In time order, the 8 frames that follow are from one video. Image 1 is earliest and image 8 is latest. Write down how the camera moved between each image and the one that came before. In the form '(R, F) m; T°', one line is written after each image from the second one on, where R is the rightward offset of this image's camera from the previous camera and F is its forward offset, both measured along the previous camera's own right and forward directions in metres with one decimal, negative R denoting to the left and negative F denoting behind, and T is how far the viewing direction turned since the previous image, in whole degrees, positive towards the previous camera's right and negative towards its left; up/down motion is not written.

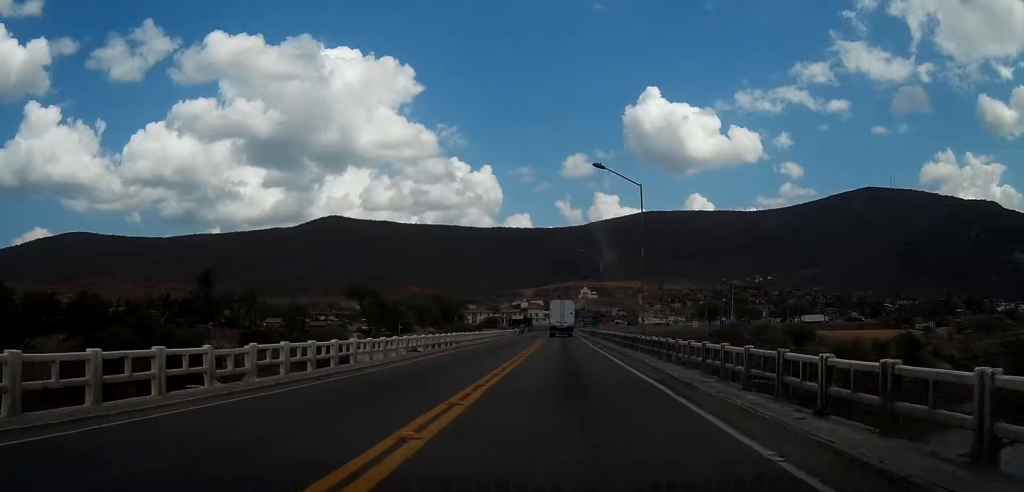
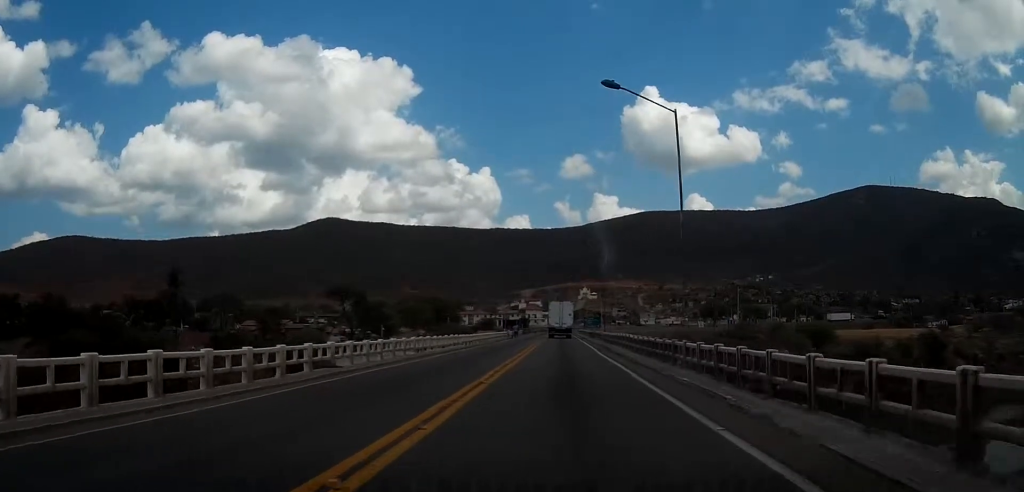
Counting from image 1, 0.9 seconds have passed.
(0.0, +12.0) m; 0°
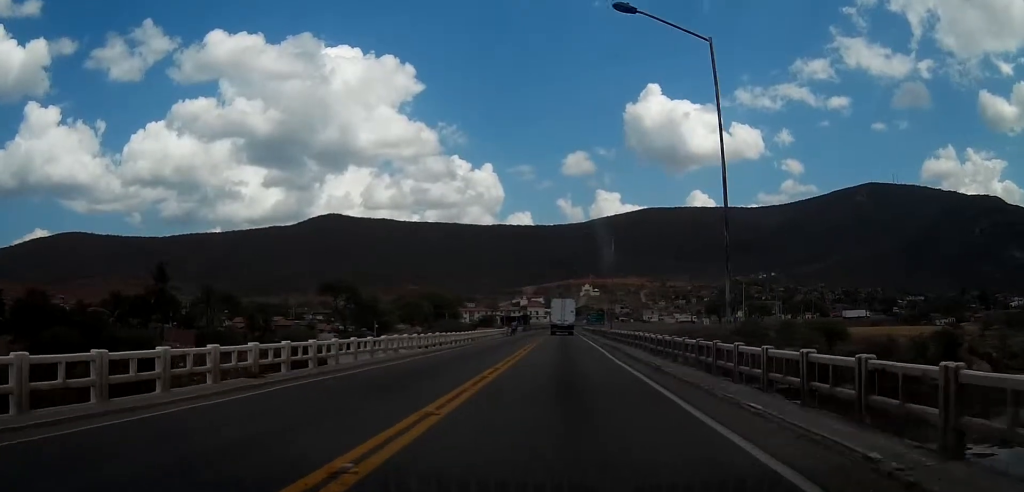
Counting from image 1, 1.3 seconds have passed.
(0.0, +5.7) m; 0°
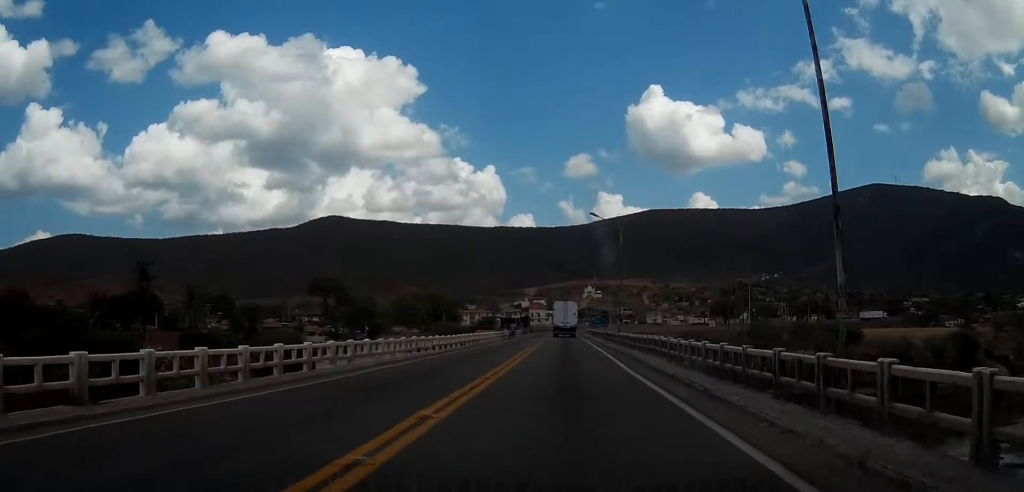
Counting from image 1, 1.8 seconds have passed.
(0.0, +6.6) m; 0°
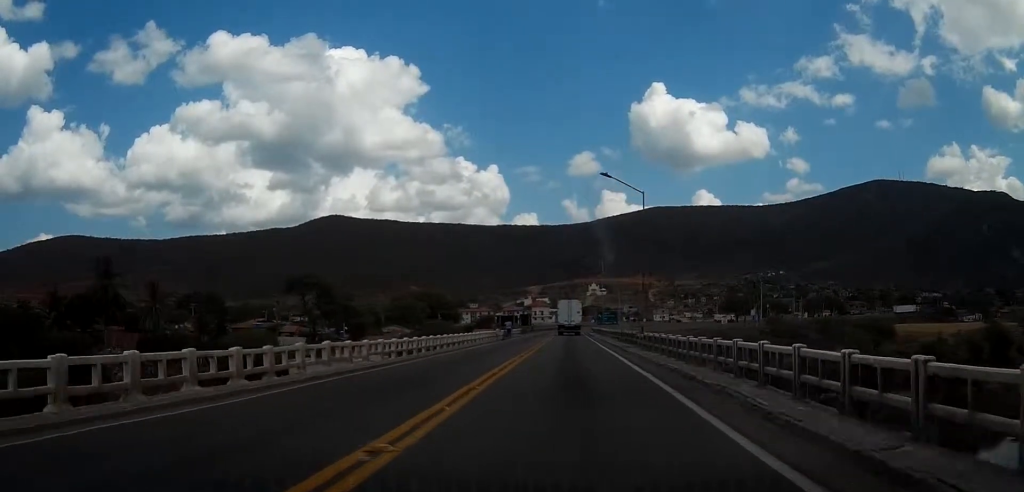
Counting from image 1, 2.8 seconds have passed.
(-0.1, +12.7) m; -1°
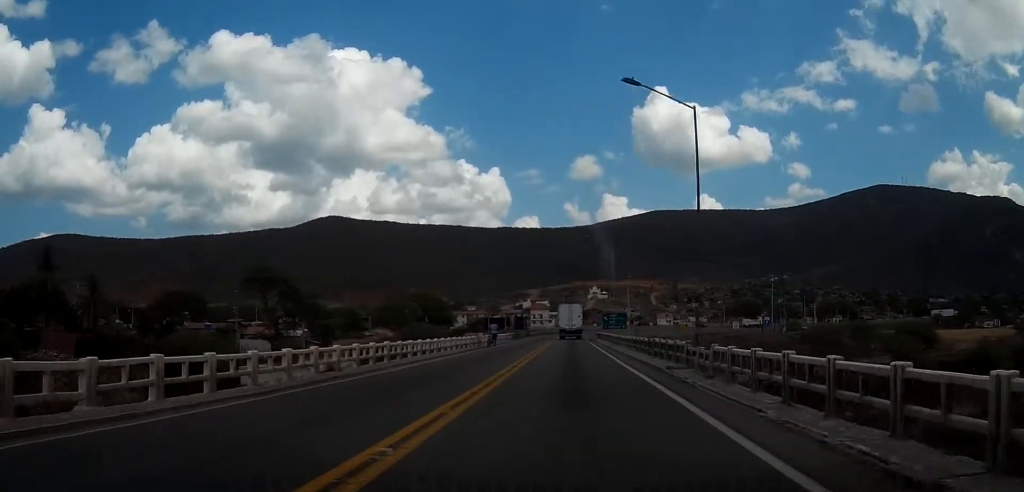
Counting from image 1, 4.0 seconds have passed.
(0.0, +15.2) m; +1°
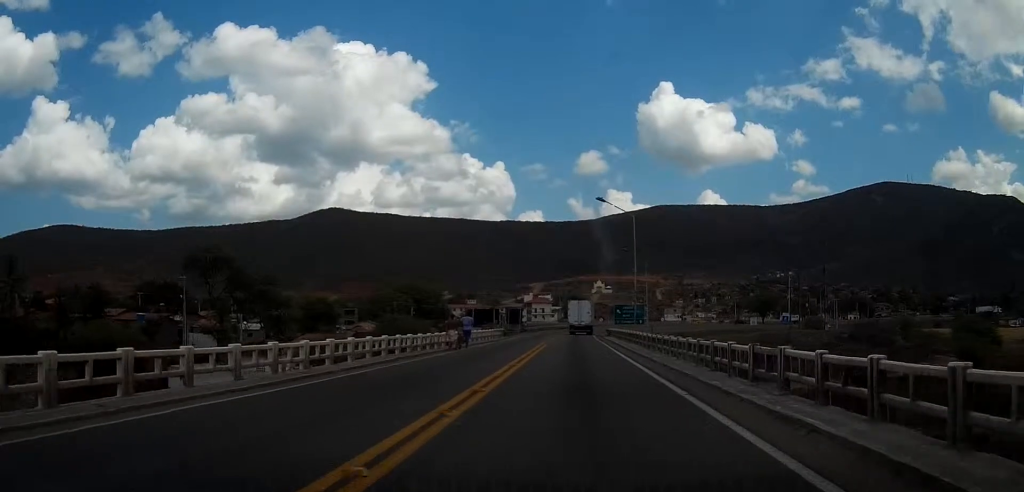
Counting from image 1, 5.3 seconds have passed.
(0.0, +17.2) m; 0°
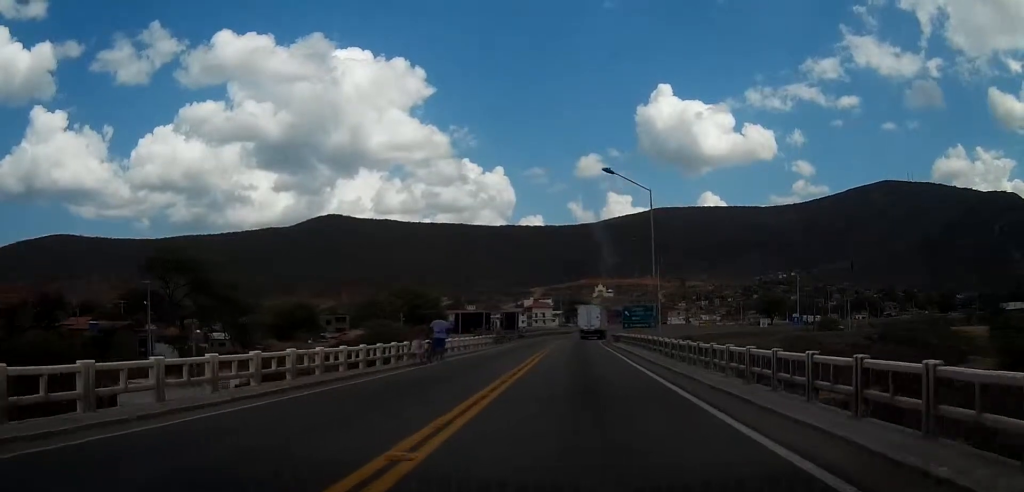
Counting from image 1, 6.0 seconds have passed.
(-0.1, +9.3) m; 0°
